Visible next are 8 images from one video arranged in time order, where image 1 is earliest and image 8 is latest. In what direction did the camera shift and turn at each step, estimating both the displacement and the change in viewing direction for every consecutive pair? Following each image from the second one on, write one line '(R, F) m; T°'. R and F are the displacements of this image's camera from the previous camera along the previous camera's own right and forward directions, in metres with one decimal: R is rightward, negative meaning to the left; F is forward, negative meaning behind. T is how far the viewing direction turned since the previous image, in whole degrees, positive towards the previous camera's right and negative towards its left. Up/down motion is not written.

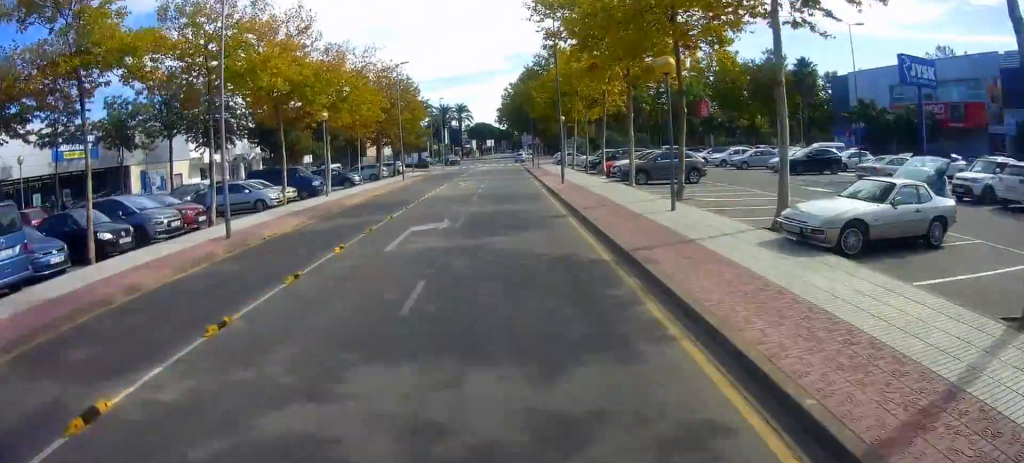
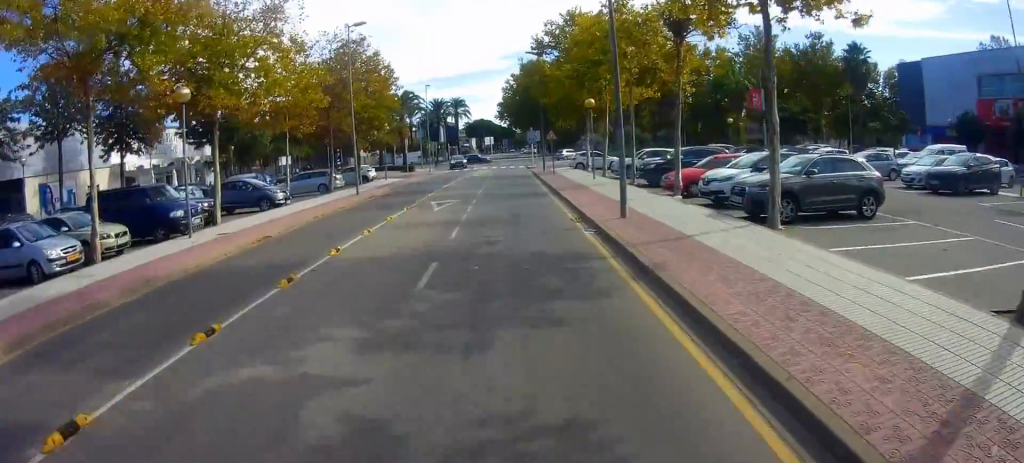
(0.0, +14.1) m; 0°
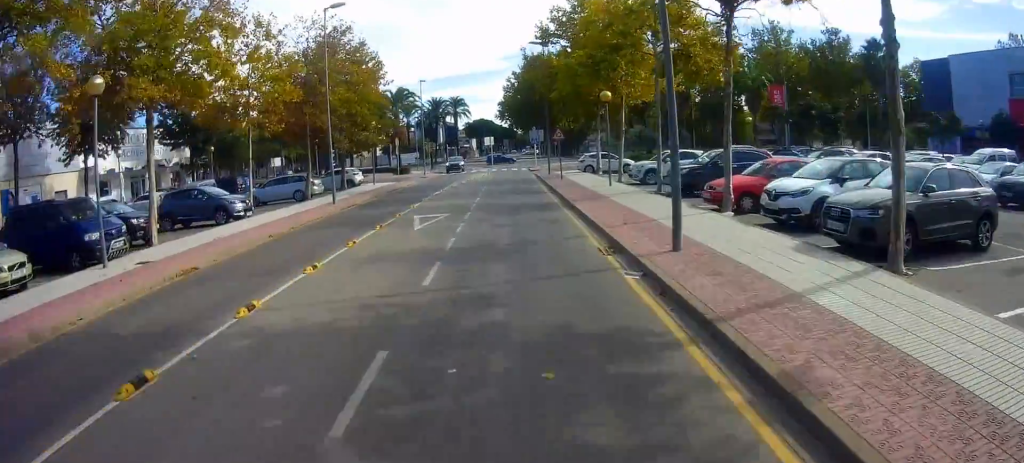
(0.0, +4.4) m; 0°
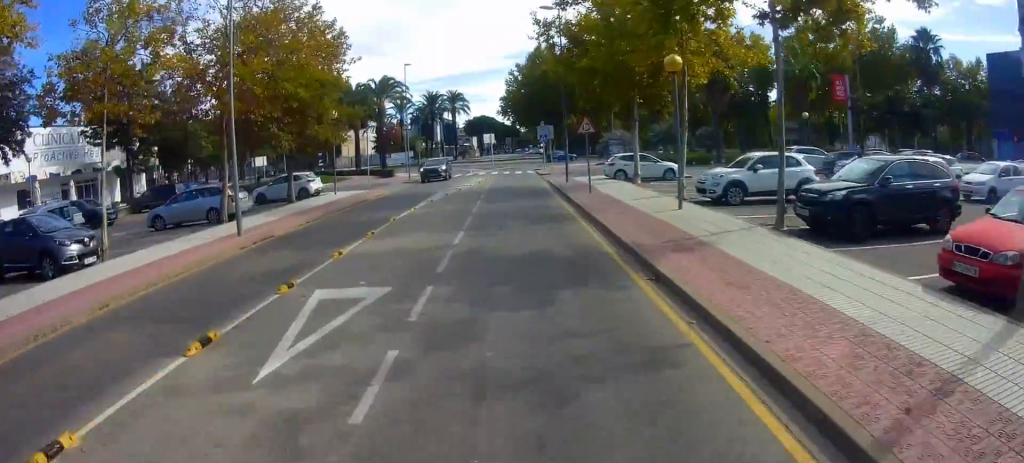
(0.0, +9.8) m; 0°
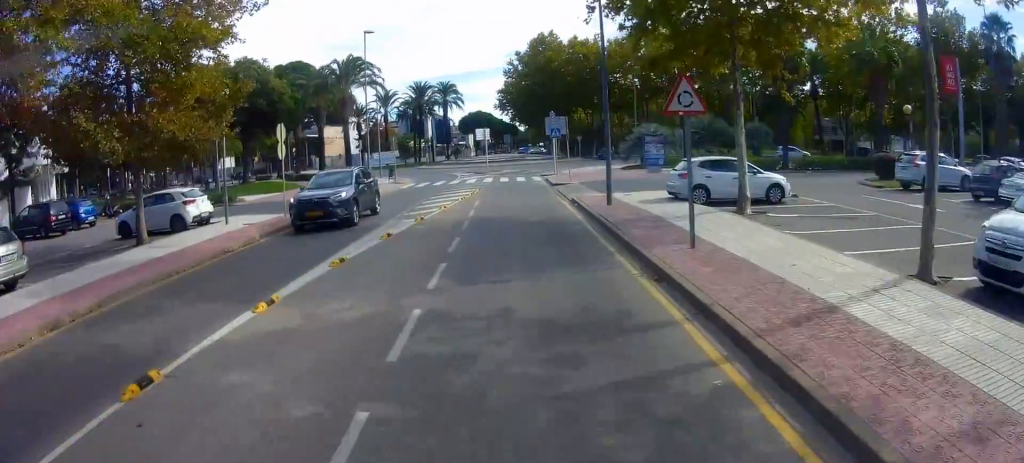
(0.0, +12.4) m; 0°
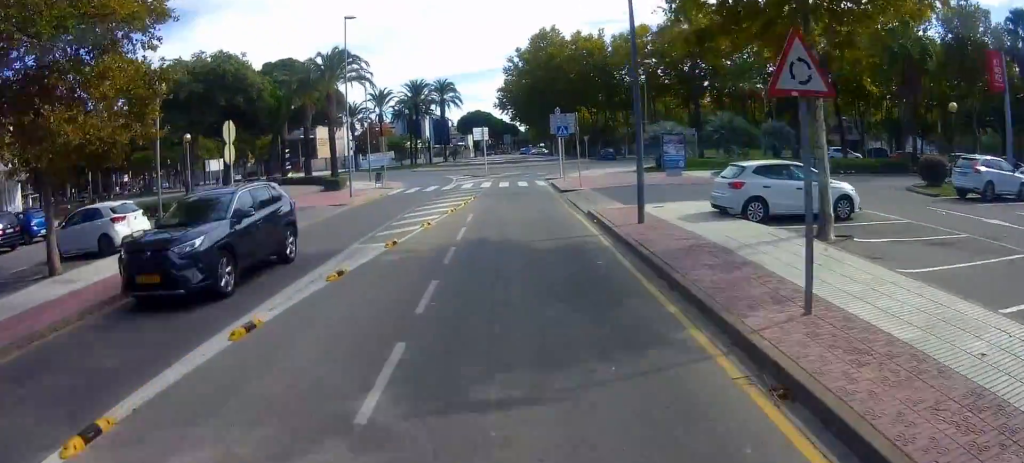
(0.0, +4.0) m; 0°
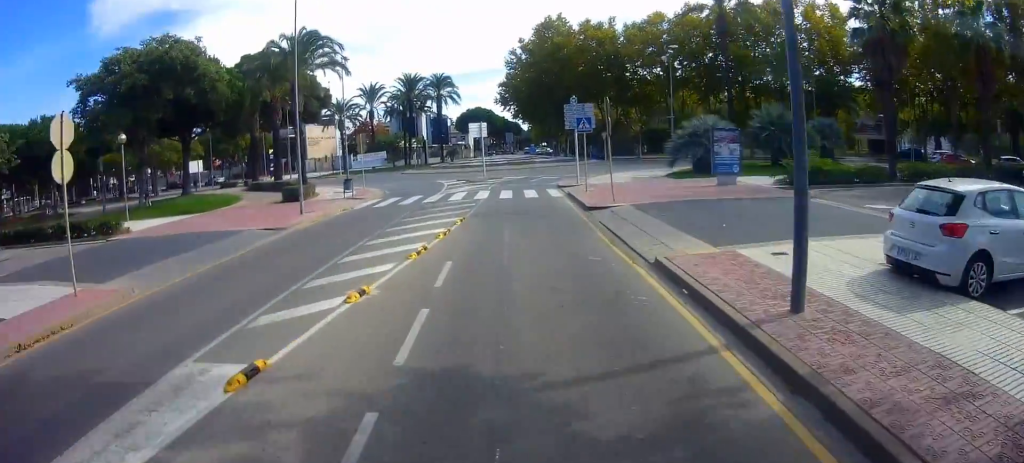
(0.0, +7.2) m; +1°
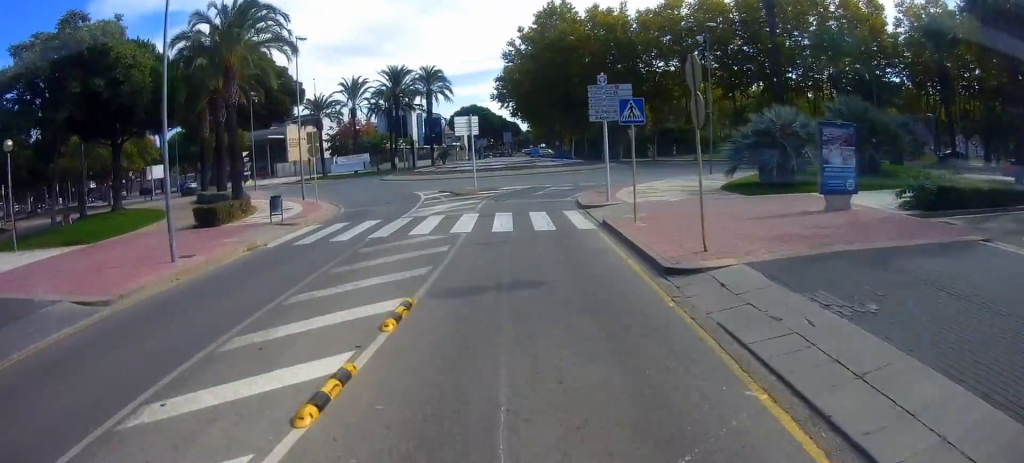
(0.0, +8.6) m; -3°
